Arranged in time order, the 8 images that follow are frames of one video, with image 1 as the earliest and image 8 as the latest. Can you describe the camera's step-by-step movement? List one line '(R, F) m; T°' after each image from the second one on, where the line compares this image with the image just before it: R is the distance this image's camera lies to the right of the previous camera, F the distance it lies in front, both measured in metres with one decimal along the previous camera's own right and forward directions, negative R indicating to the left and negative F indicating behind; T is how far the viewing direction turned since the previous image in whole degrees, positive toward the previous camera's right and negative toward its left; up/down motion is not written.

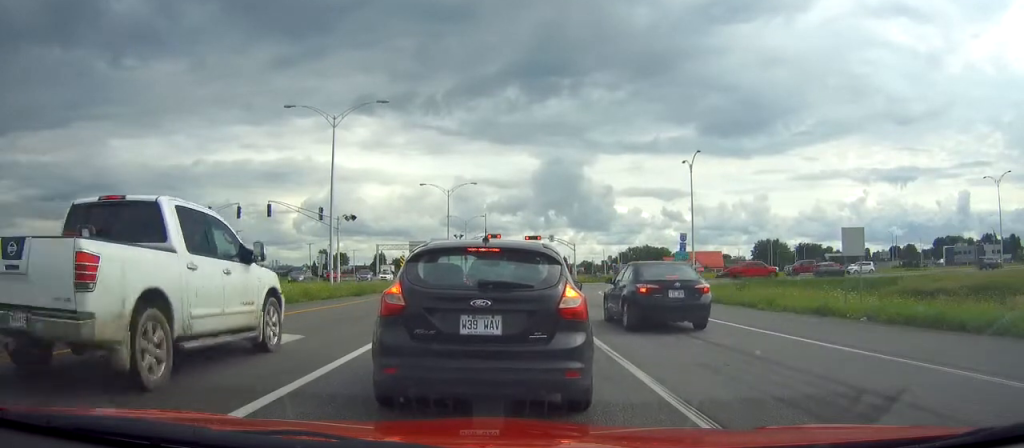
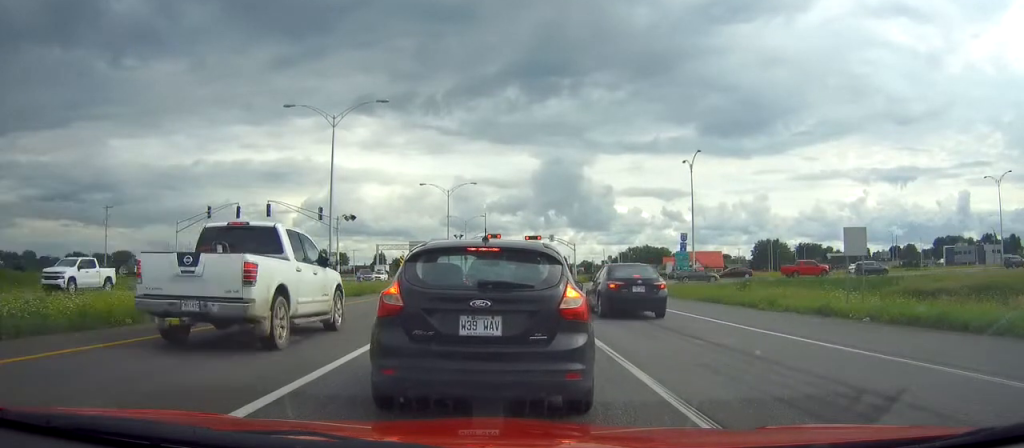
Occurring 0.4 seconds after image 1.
(0.0, +0.1) m; 0°
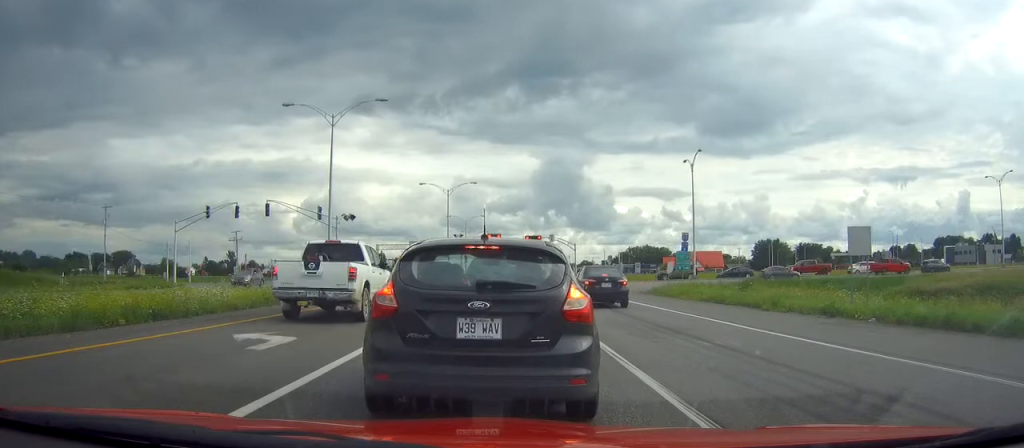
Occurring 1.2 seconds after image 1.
(+0.1, +0.1) m; 0°
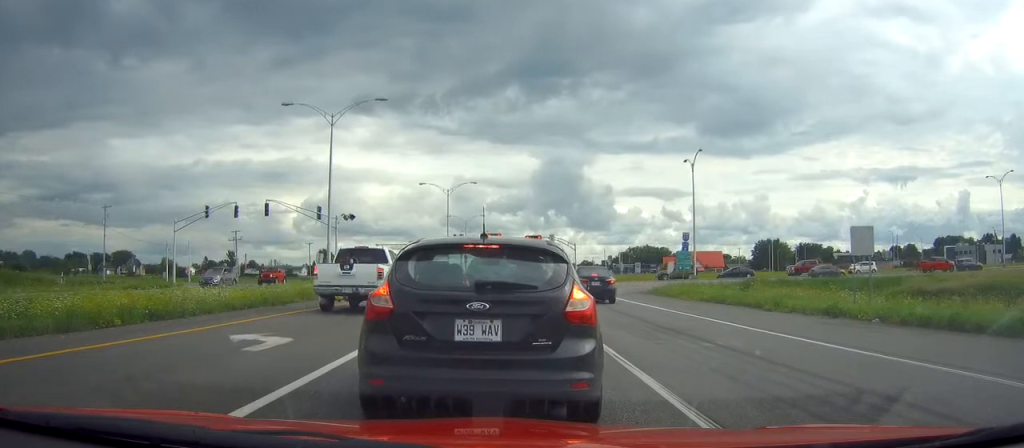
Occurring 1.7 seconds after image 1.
(+0.1, +0.1) m; 0°
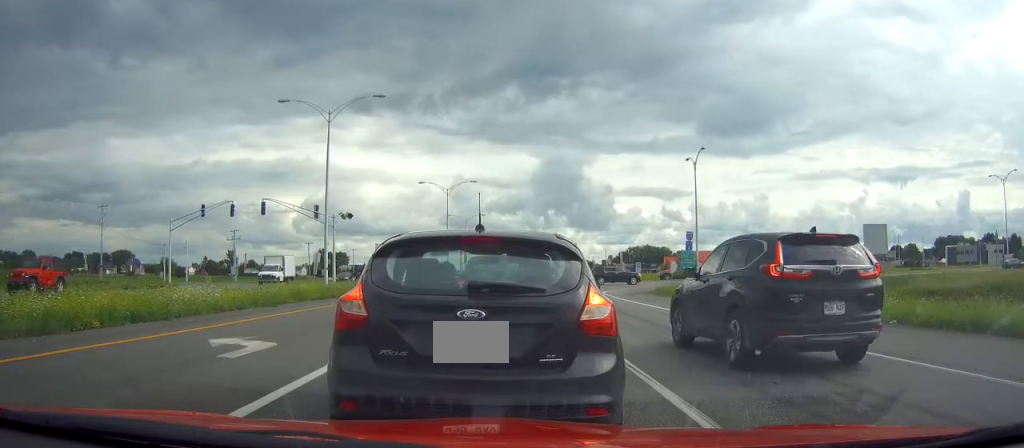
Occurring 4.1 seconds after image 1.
(+0.1, +0.8) m; 0°
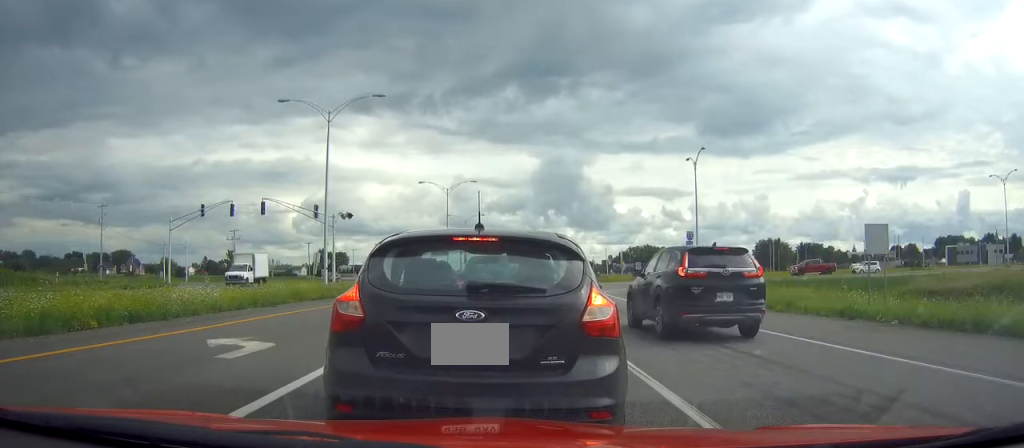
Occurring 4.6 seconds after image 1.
(0.0, +0.1) m; 0°
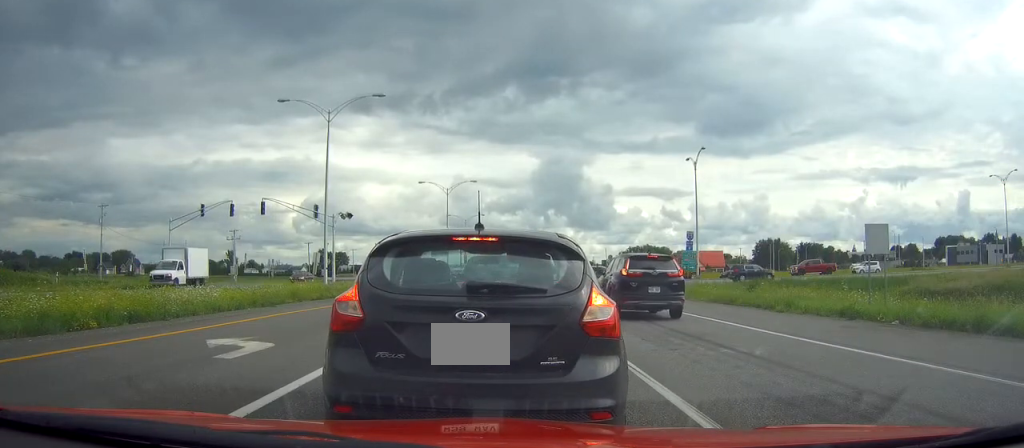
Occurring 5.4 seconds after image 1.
(0.0, +0.2) m; 0°
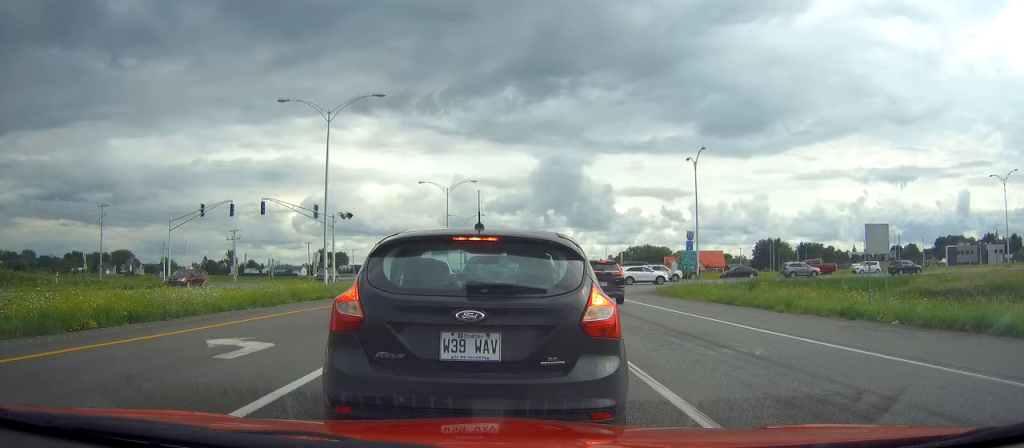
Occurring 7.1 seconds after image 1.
(0.0, +0.2) m; 0°
